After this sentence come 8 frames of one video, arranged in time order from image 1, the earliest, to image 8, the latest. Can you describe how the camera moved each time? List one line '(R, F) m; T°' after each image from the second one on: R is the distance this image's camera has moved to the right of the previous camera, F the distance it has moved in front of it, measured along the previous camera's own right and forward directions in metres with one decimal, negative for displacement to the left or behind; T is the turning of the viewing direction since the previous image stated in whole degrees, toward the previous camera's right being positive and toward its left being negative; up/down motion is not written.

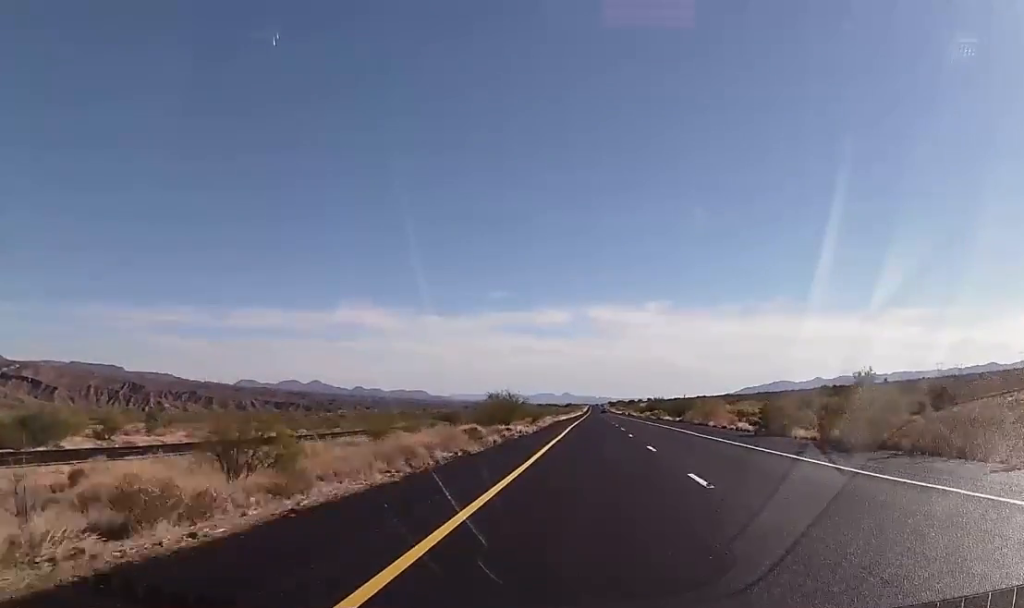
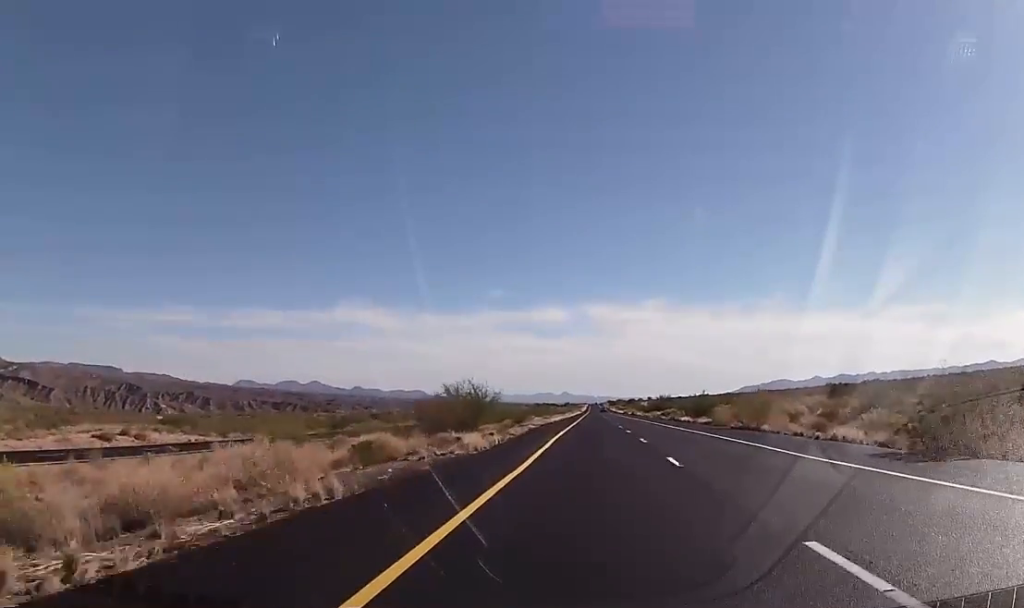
(0.0, +21.2) m; 0°
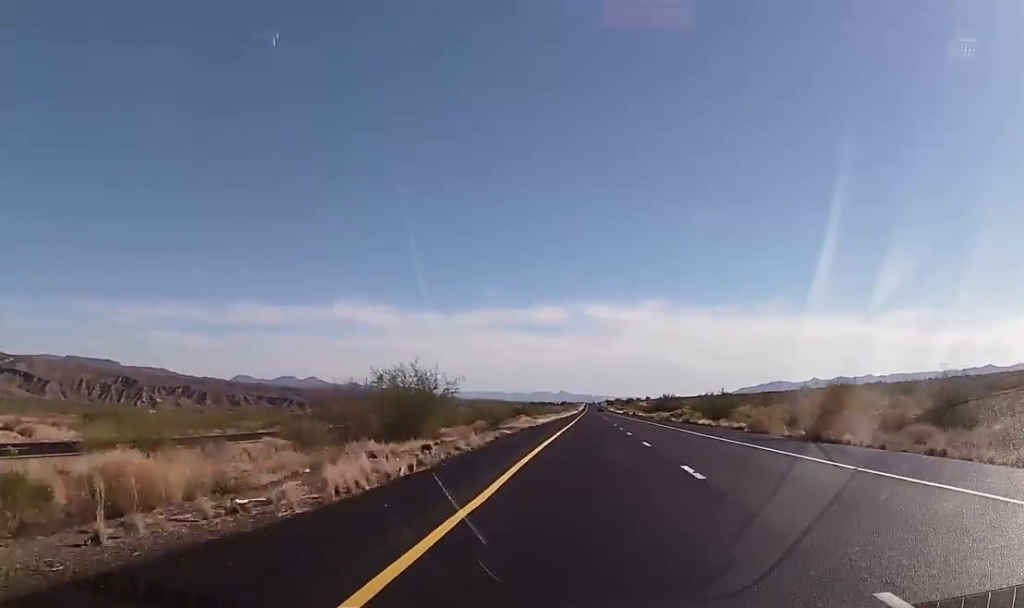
(-0.1, +15.6) m; 0°
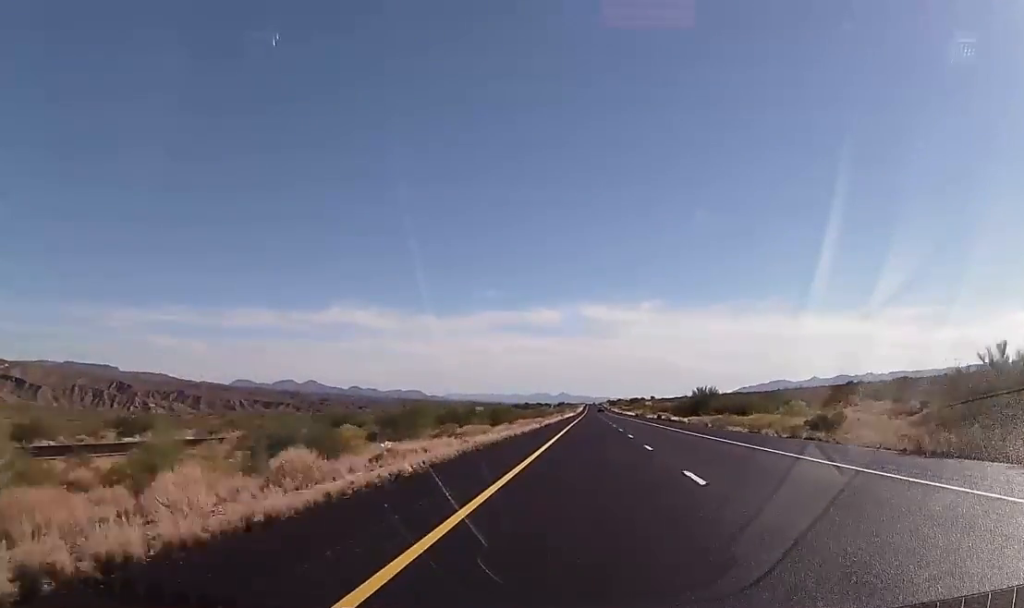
(+0.2, +60.8) m; 0°
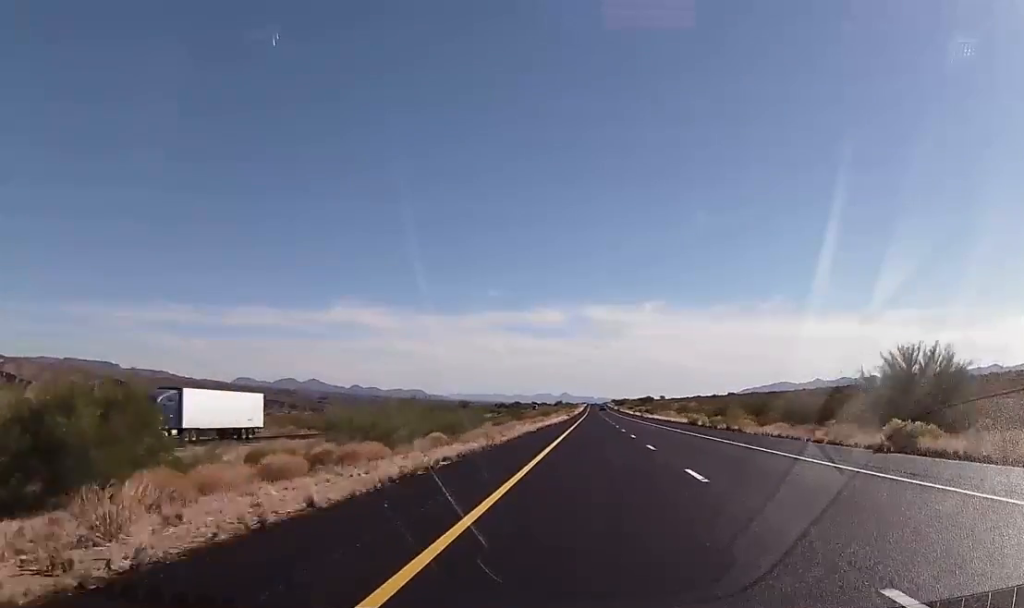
(-0.1, +86.8) m; 0°
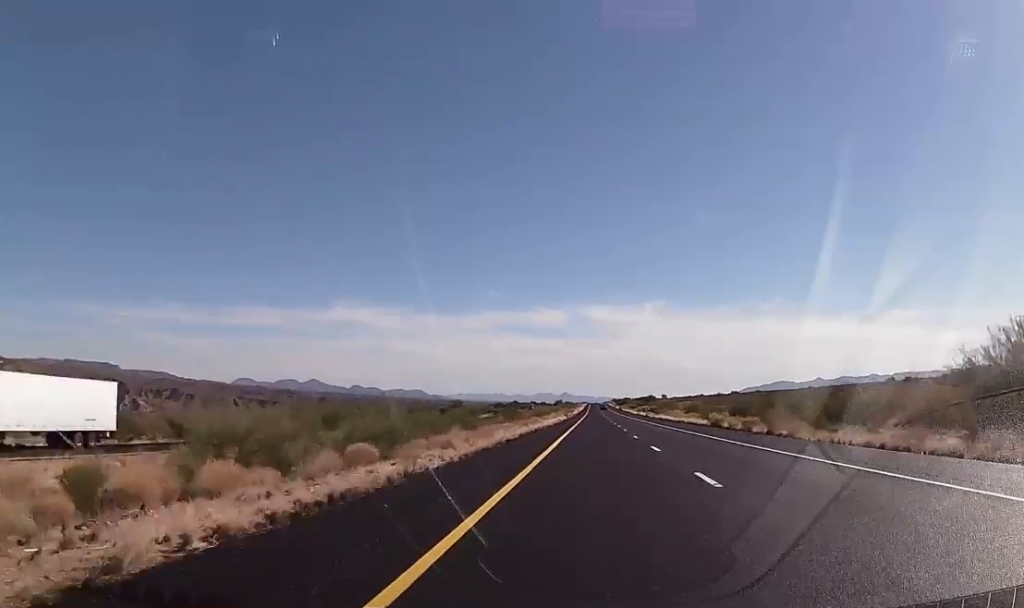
(0.0, +14.5) m; 0°
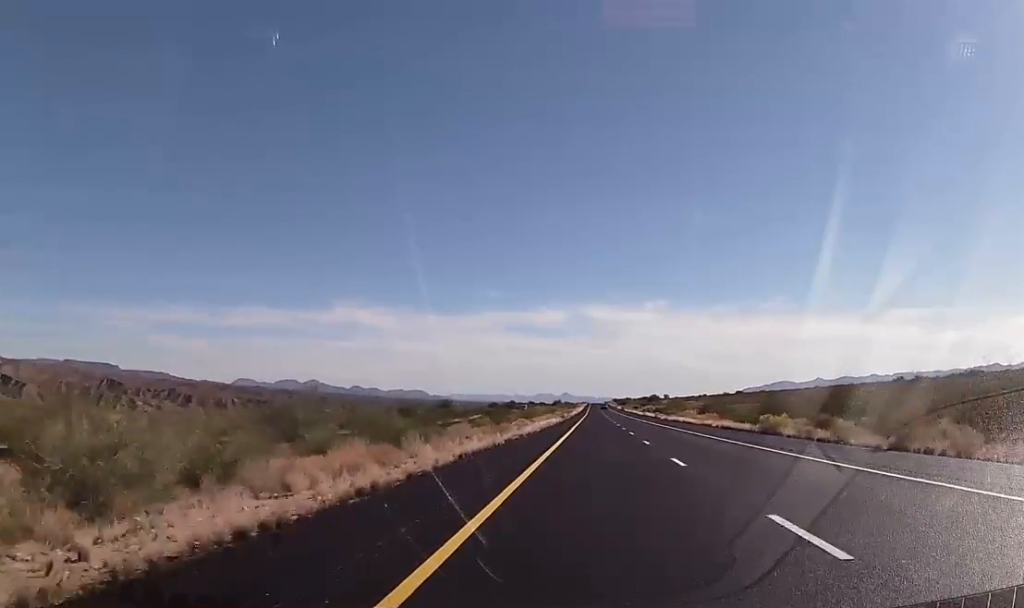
(0.0, +20.6) m; 0°
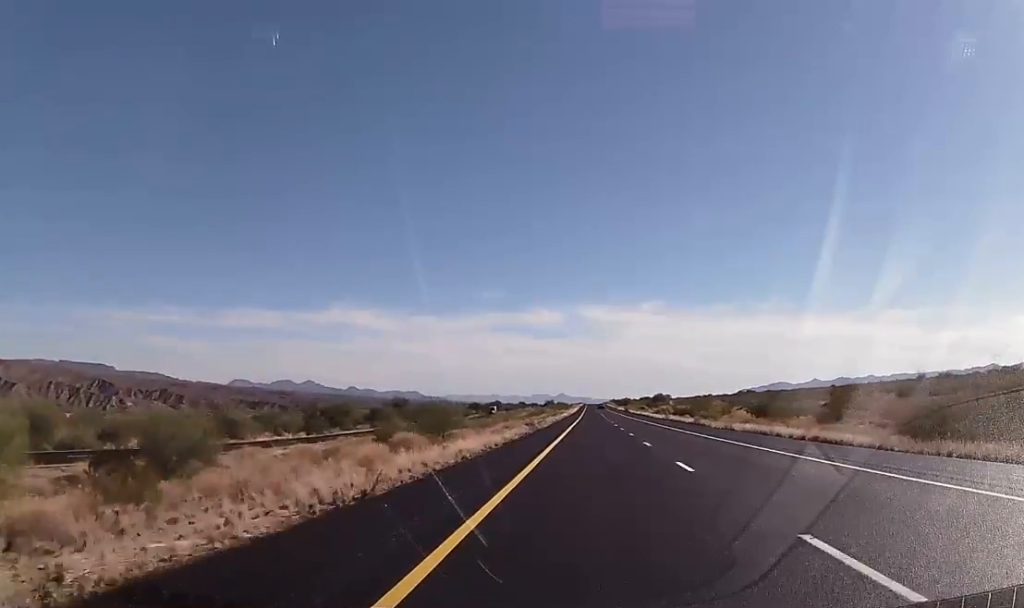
(0.0, +58.5) m; 0°
